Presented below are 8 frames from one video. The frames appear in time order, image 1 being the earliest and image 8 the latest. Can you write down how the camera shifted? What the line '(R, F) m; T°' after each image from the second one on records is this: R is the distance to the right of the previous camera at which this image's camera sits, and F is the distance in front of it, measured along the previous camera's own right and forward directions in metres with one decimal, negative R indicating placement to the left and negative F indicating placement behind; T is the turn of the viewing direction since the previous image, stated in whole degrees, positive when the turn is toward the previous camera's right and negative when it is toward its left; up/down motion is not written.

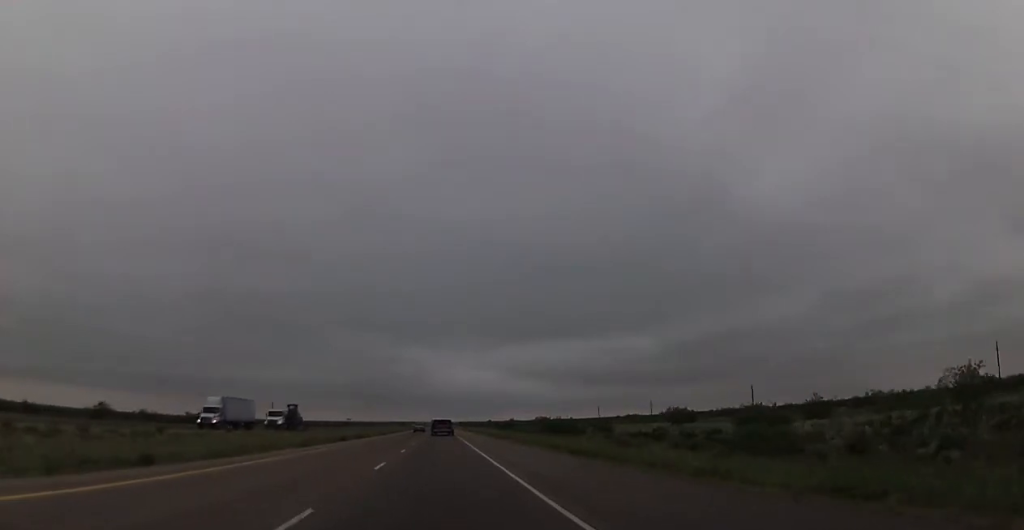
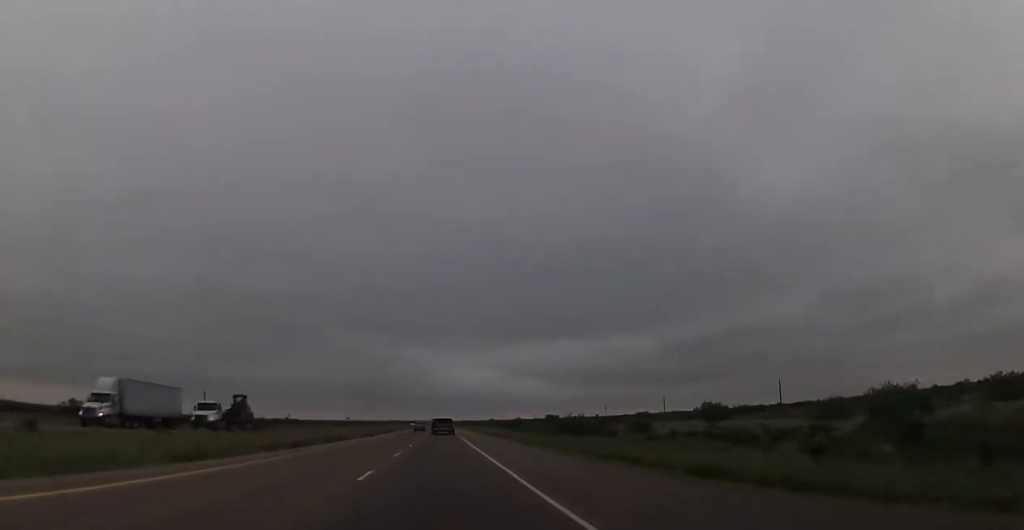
(-0.1, +15.9) m; 0°
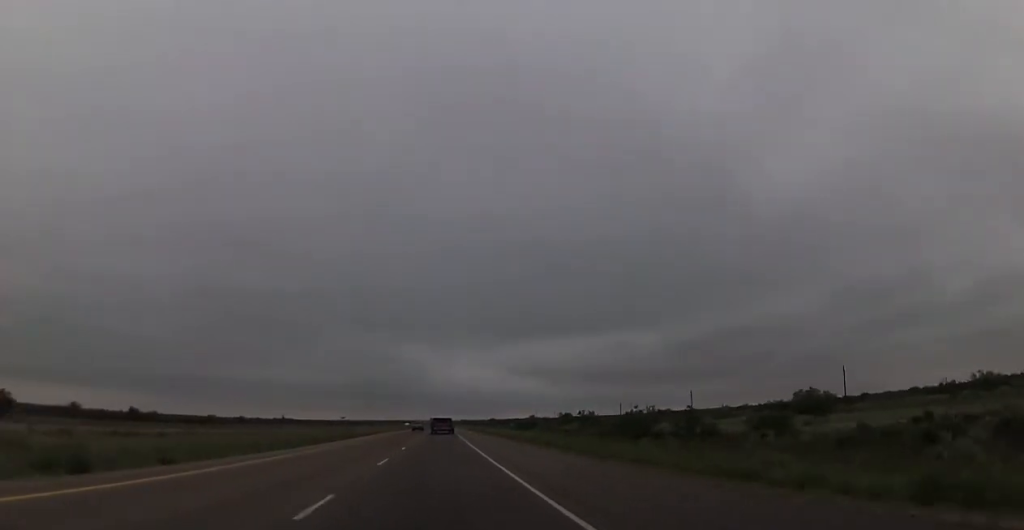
(+0.4, +30.6) m; 0°
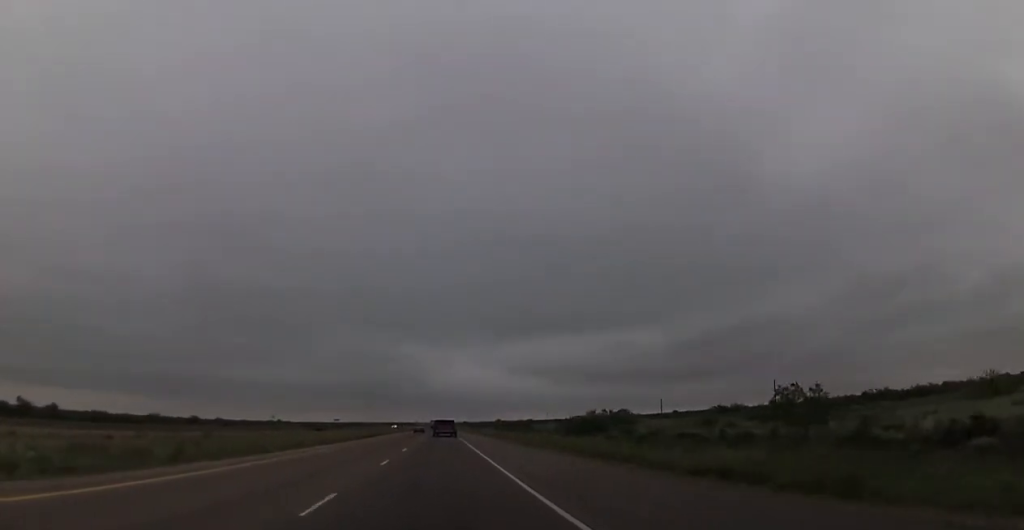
(-0.7, +60.1) m; -1°
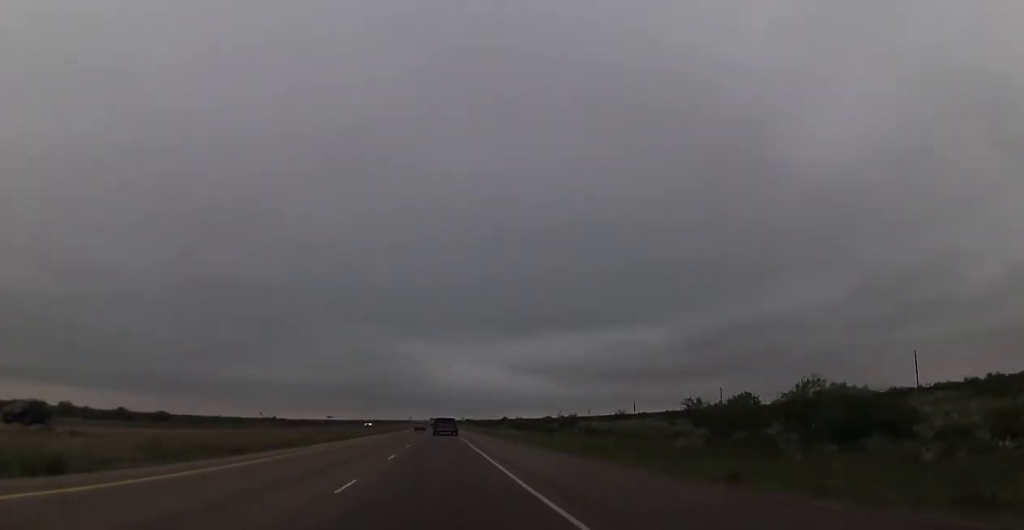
(+0.3, +57.8) m; +1°
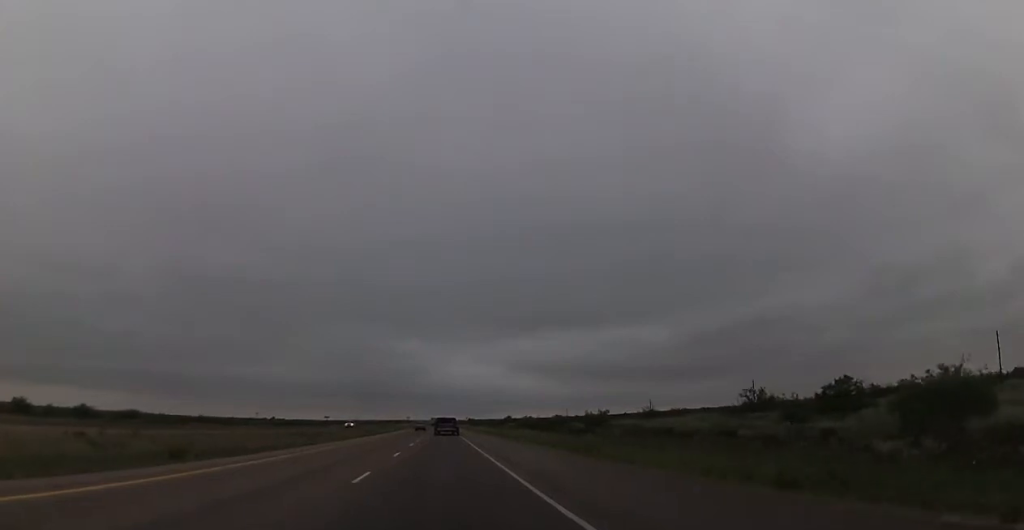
(0.0, +22.1) m; 0°
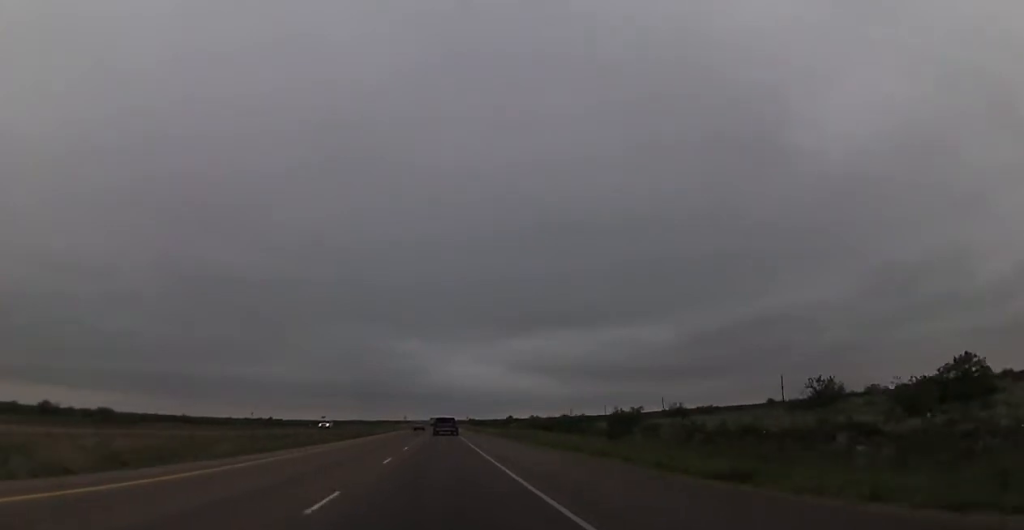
(0.0, +17.2) m; 0°
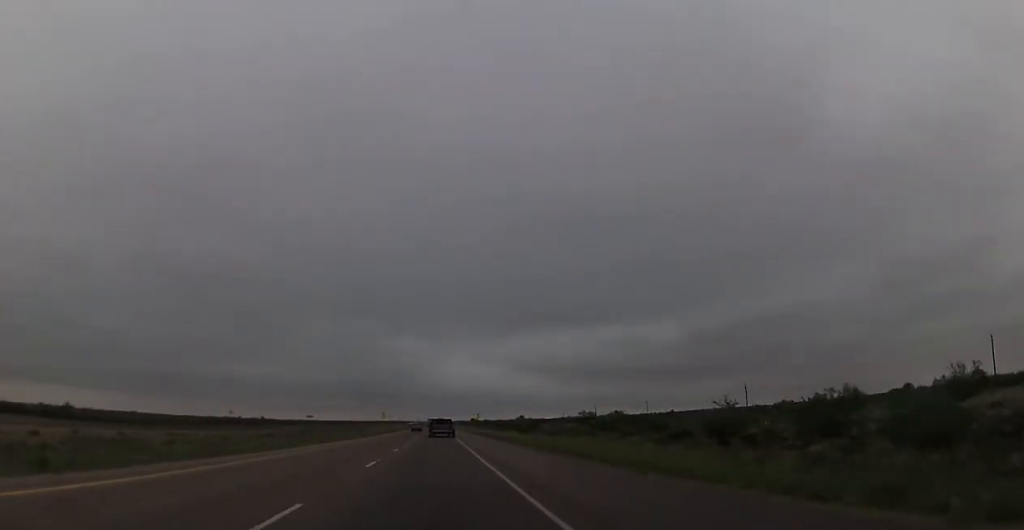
(-0.2, +75.1) m; 0°
